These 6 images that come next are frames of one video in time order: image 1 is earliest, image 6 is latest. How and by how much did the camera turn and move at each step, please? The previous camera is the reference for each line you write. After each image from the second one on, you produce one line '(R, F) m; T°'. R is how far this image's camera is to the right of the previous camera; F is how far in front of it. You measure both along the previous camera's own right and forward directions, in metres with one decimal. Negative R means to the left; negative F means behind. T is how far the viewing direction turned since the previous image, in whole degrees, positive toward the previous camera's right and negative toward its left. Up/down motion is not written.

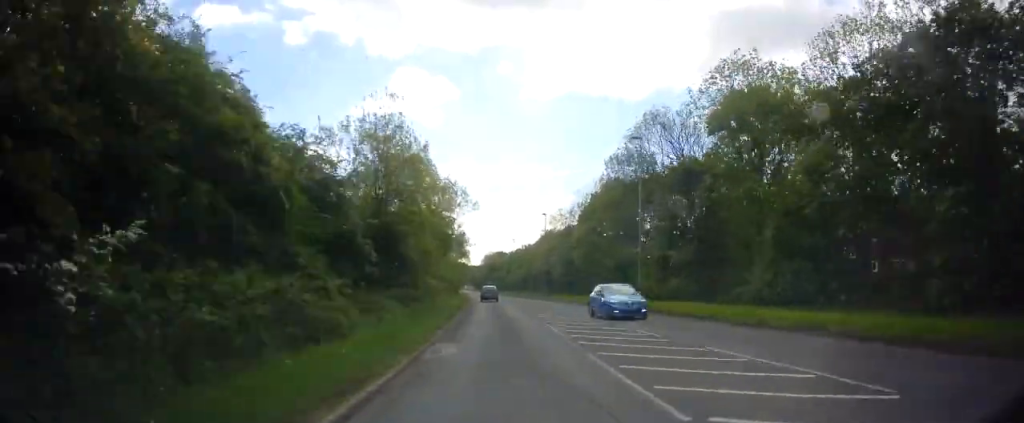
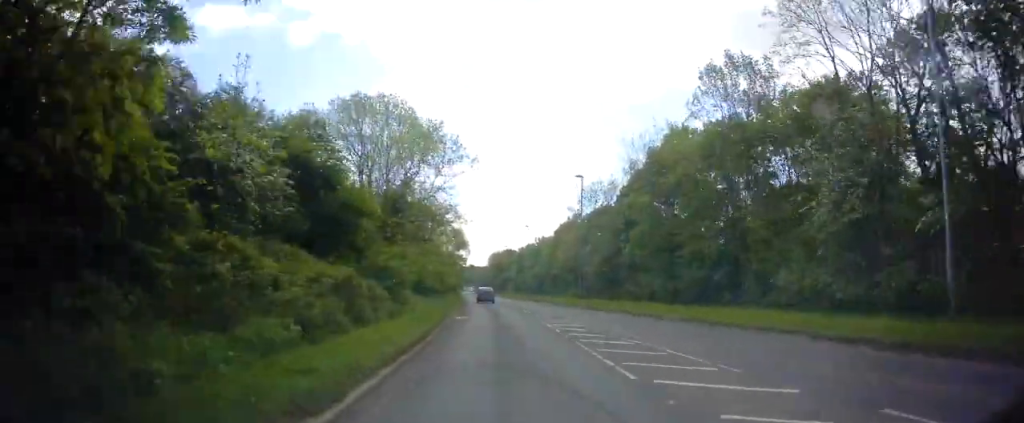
(-0.6, +24.6) m; -2°
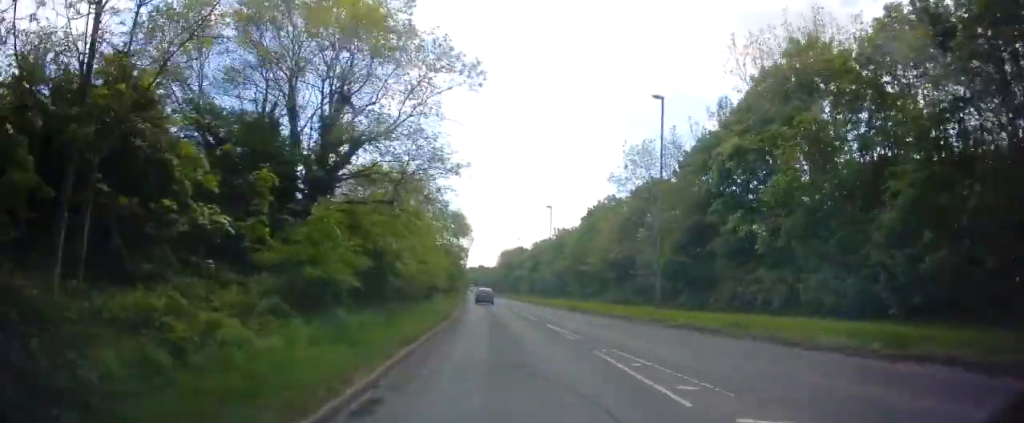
(+0.1, +19.9) m; 0°
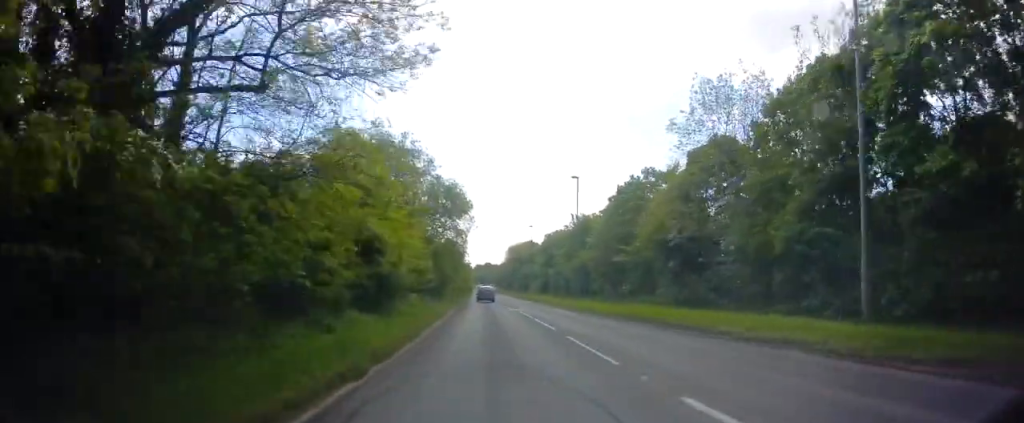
(-0.1, +15.0) m; -1°
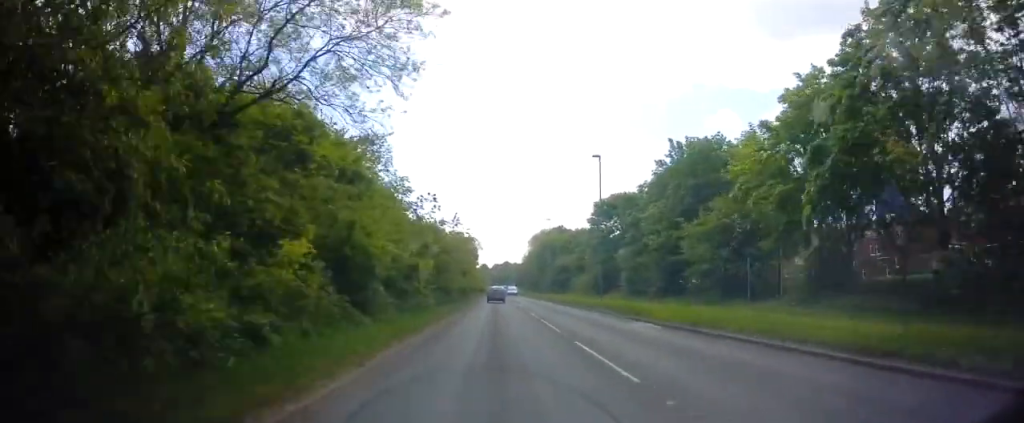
(-0.7, +43.2) m; -3°
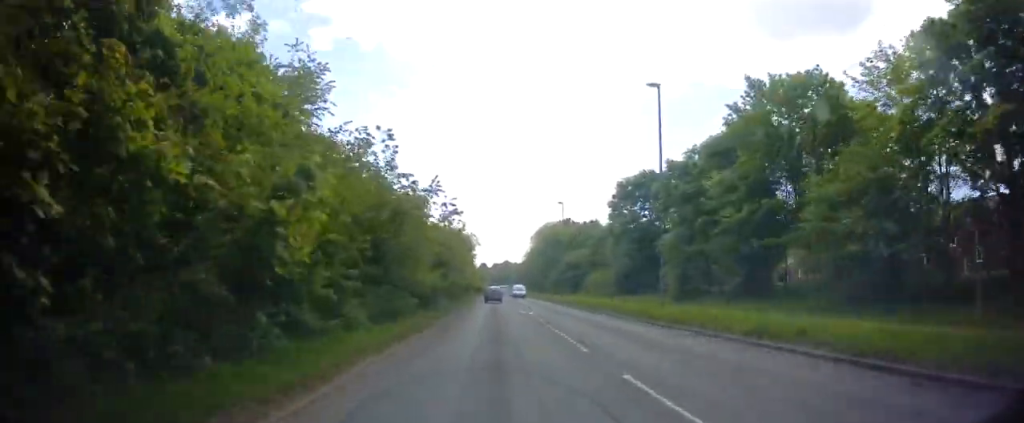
(-0.5, +14.4) m; 0°
